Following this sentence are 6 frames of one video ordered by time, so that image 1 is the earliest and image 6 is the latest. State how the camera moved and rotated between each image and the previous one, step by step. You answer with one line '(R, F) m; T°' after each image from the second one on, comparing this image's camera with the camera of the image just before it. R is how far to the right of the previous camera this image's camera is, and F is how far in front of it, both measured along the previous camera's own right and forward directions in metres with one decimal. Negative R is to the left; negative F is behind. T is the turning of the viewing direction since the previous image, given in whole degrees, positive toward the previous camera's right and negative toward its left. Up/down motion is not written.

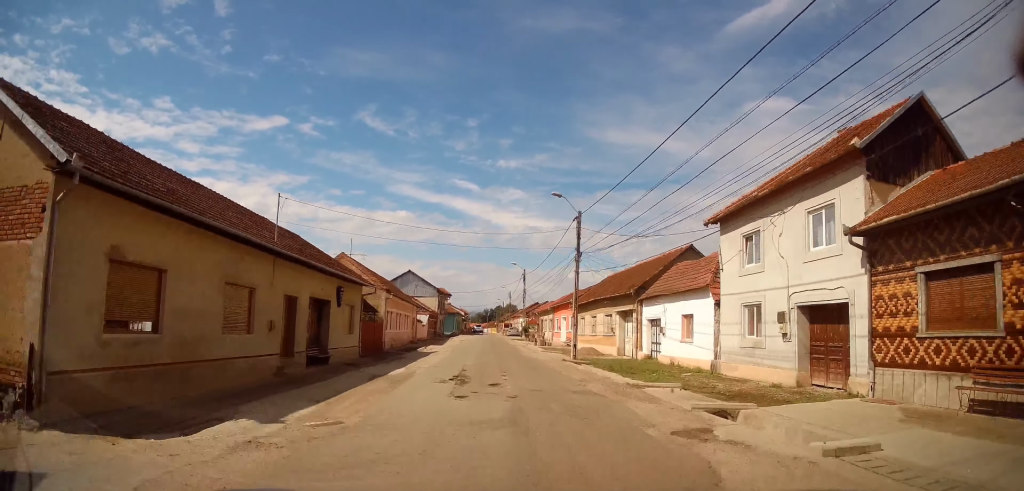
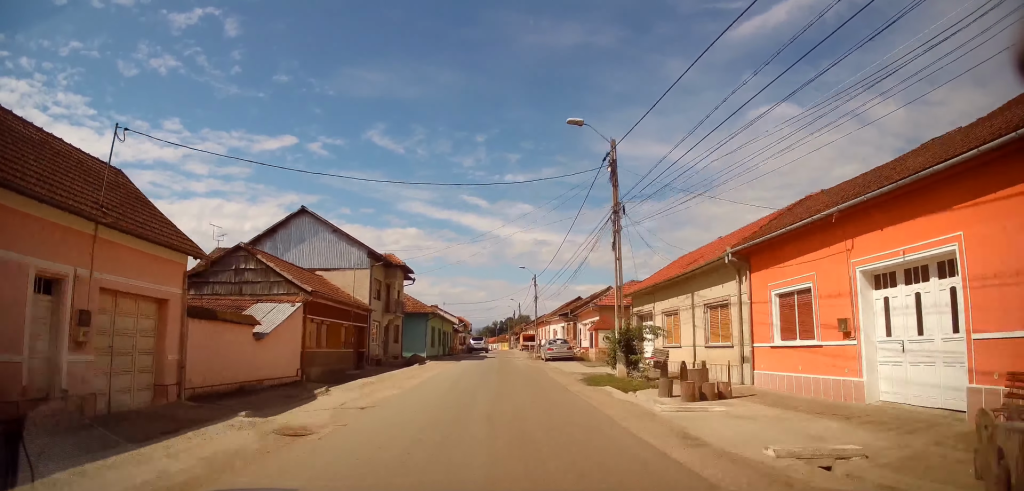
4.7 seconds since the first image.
(+0.8, +48.9) m; 0°
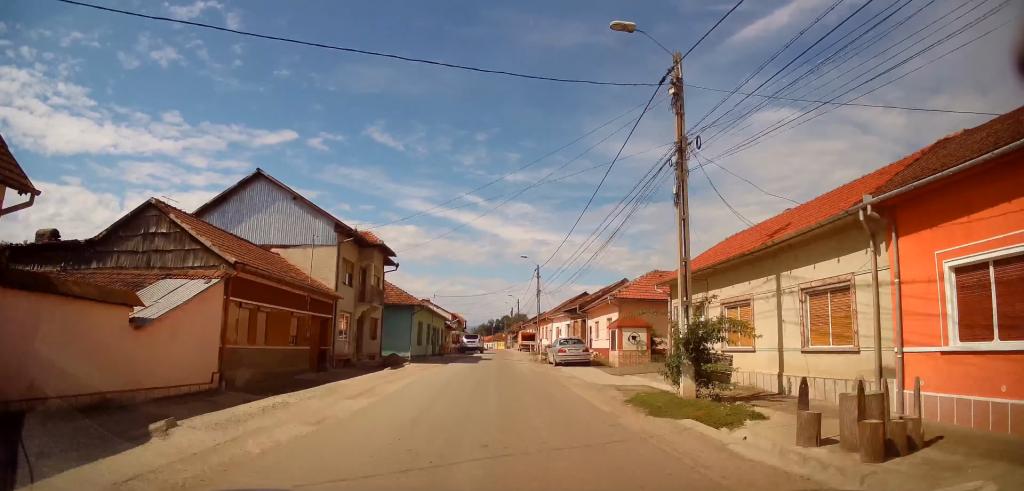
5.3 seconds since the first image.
(-0.1, +6.1) m; -1°
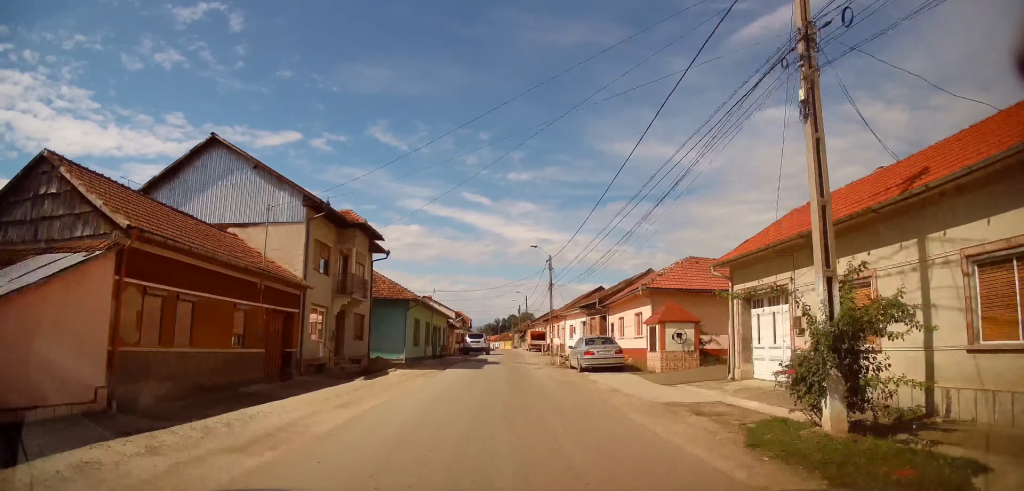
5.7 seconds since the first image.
(0.0, +4.9) m; -1°
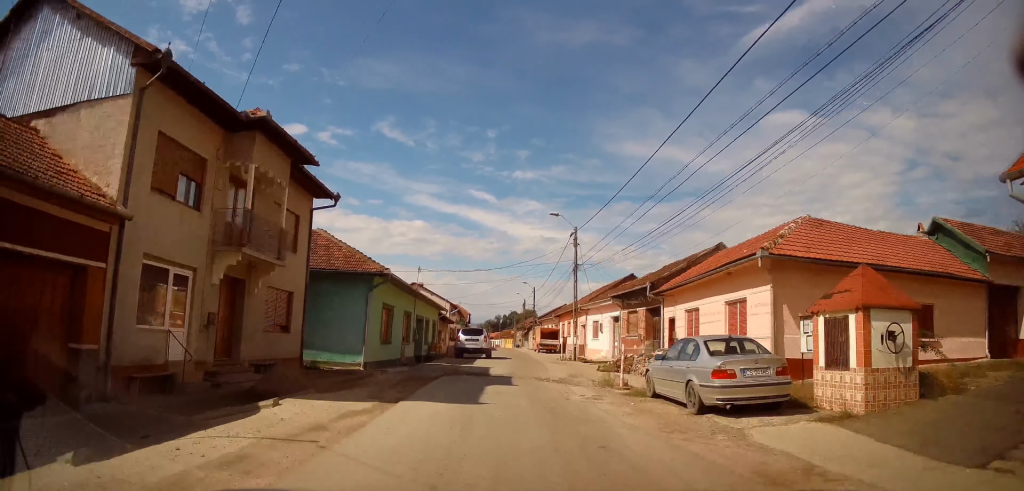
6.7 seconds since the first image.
(0.0, +10.6) m; 0°
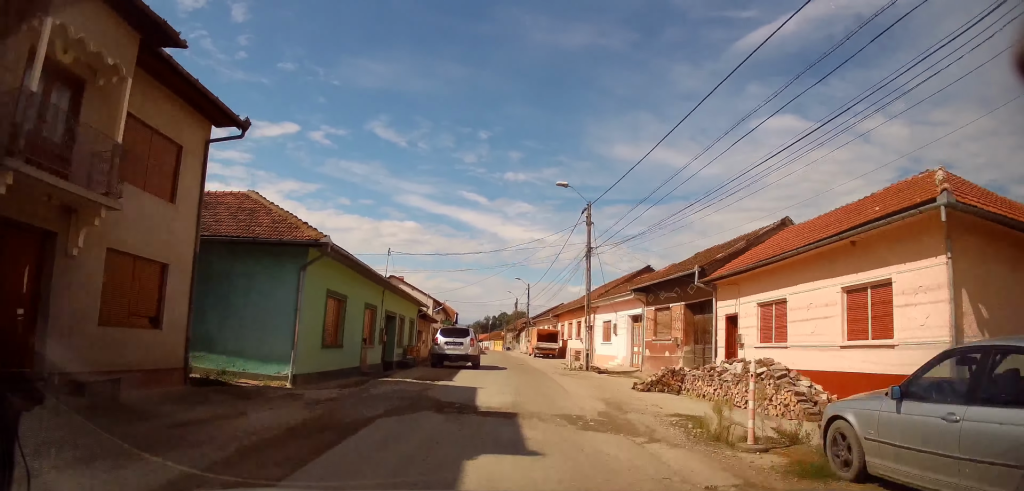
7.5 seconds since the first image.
(-0.1, +7.2) m; +2°
